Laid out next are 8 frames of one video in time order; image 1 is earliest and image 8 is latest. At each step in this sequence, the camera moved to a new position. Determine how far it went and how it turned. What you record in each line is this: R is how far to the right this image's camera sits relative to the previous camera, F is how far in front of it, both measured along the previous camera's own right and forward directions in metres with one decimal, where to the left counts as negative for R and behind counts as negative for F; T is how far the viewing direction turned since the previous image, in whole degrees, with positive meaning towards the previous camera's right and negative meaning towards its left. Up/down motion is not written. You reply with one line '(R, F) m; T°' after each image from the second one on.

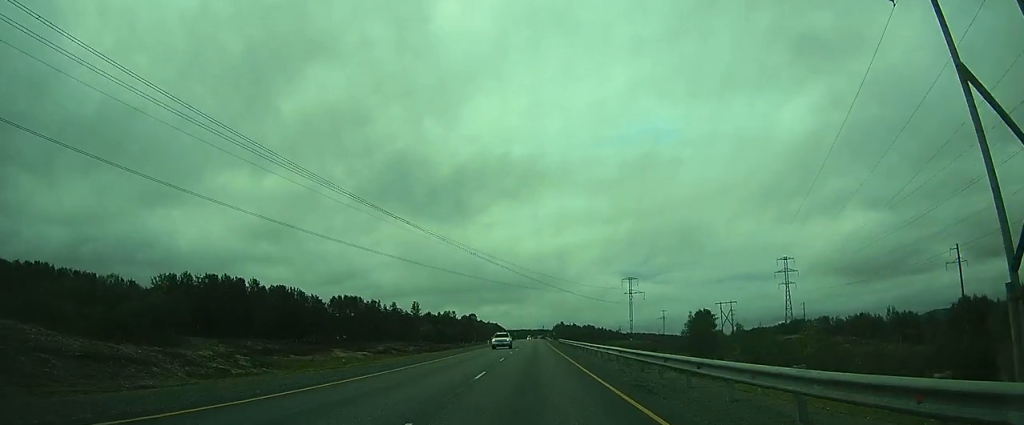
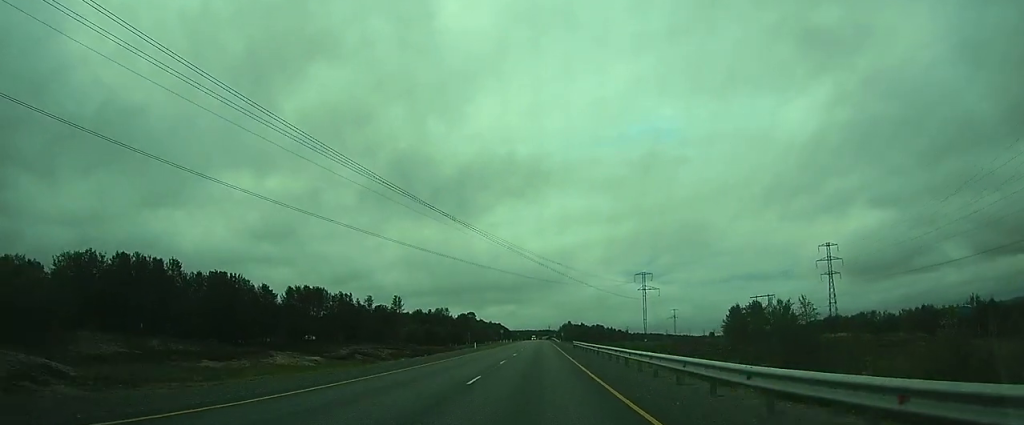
(-0.1, +26.9) m; 0°
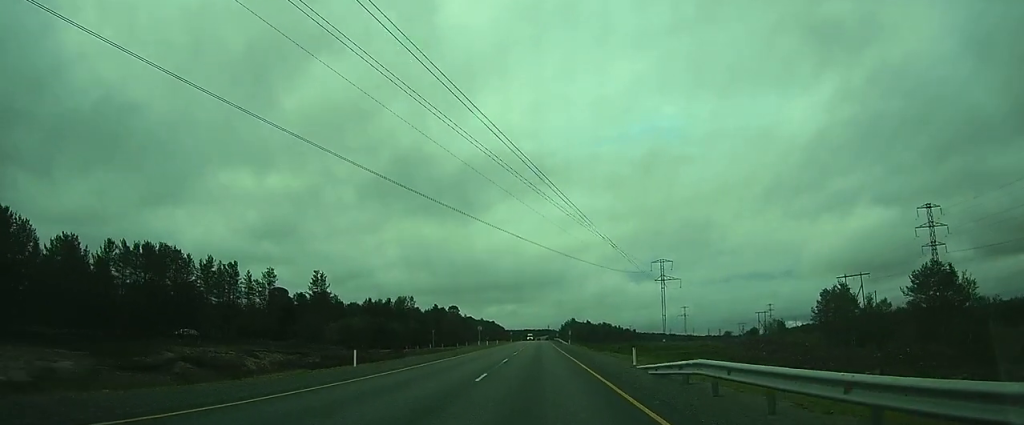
(+0.6, +46.9) m; +1°
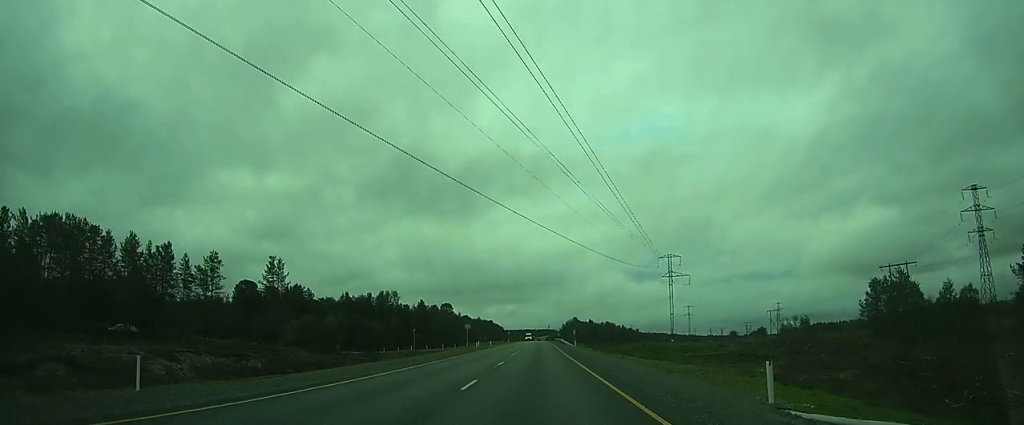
(0.0, +14.4) m; 0°
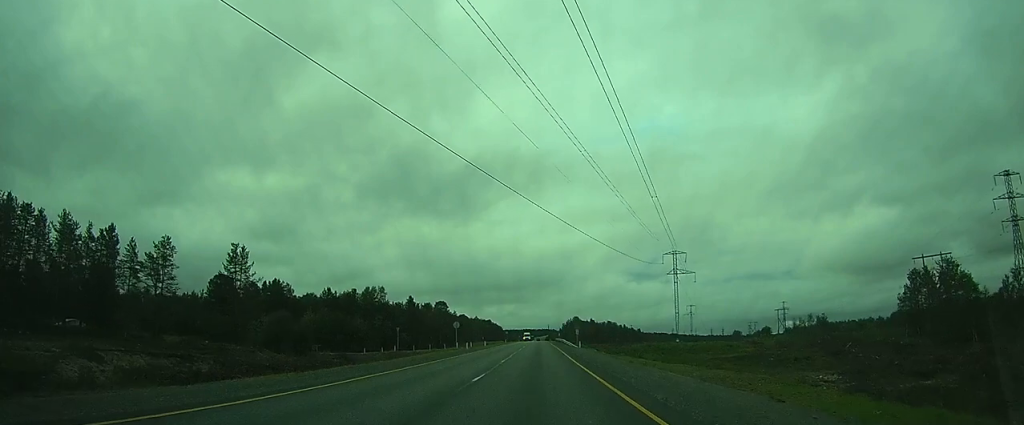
(0.0, +9.0) m; 0°
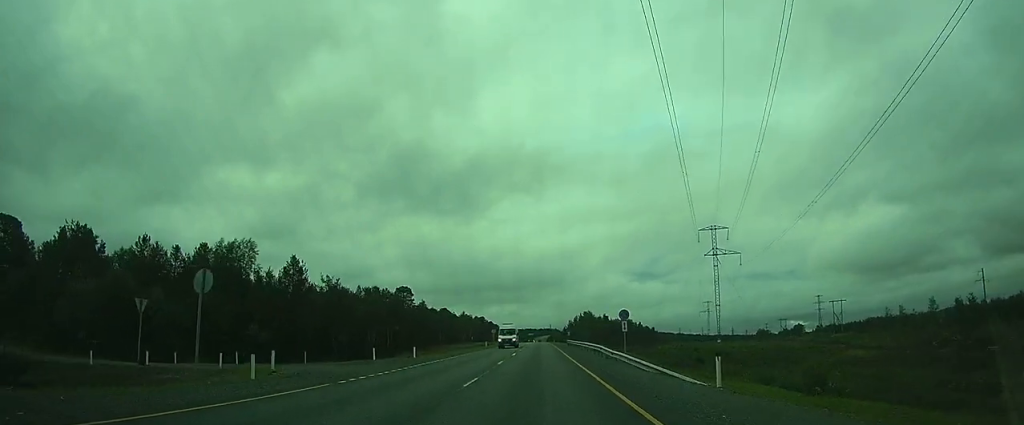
(0.0, +47.8) m; 0°
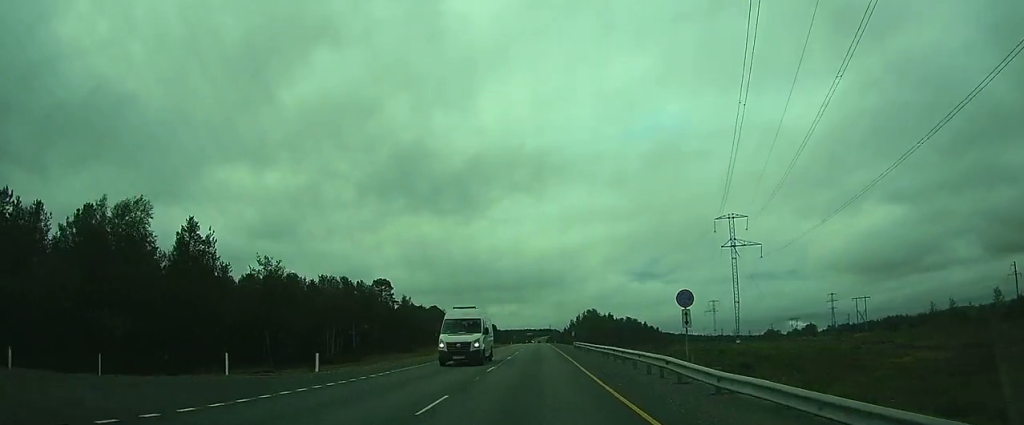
(0.0, +16.4) m; 0°
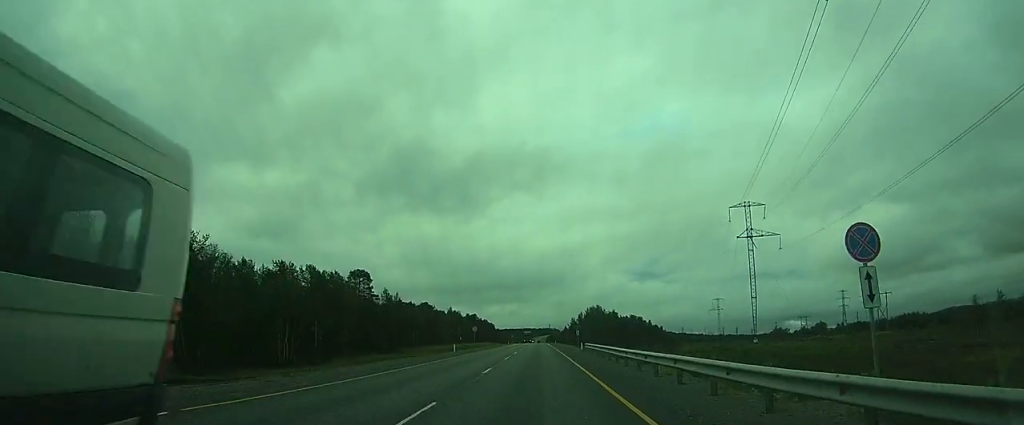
(0.0, +12.7) m; 0°
